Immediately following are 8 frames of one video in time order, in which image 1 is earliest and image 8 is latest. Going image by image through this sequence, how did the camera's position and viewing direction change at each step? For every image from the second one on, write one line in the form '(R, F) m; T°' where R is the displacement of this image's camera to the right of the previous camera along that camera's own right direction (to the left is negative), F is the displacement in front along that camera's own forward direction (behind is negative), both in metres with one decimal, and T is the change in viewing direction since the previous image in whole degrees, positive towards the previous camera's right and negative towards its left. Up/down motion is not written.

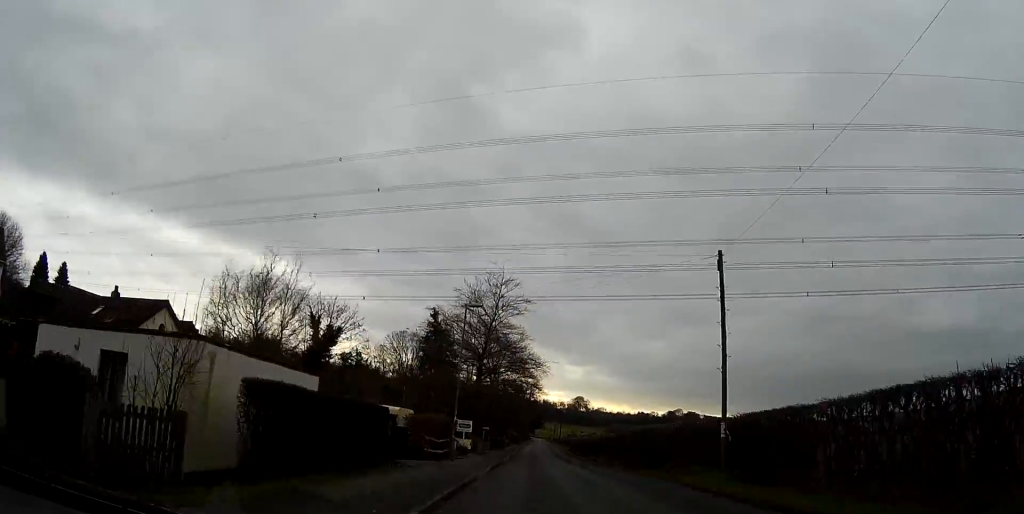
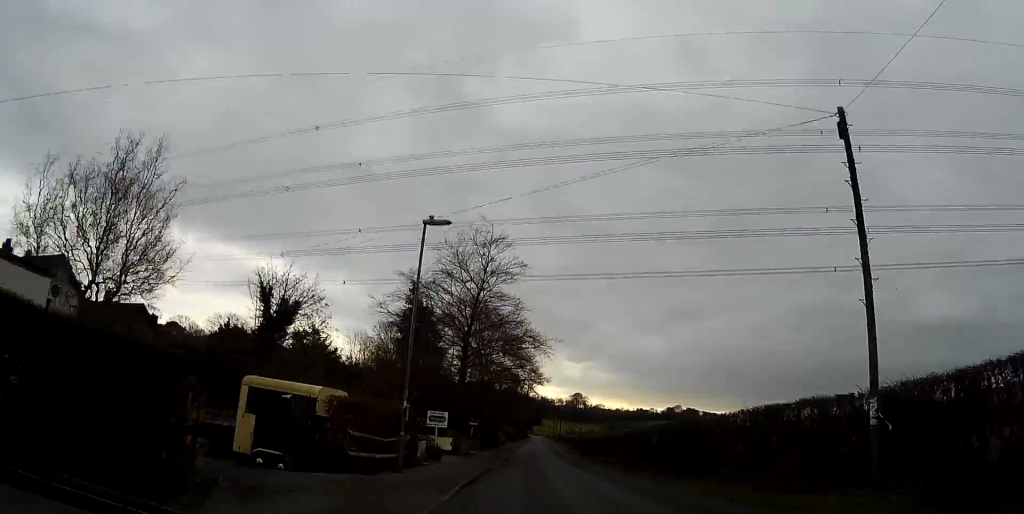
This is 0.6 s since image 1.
(0.0, +9.6) m; 0°
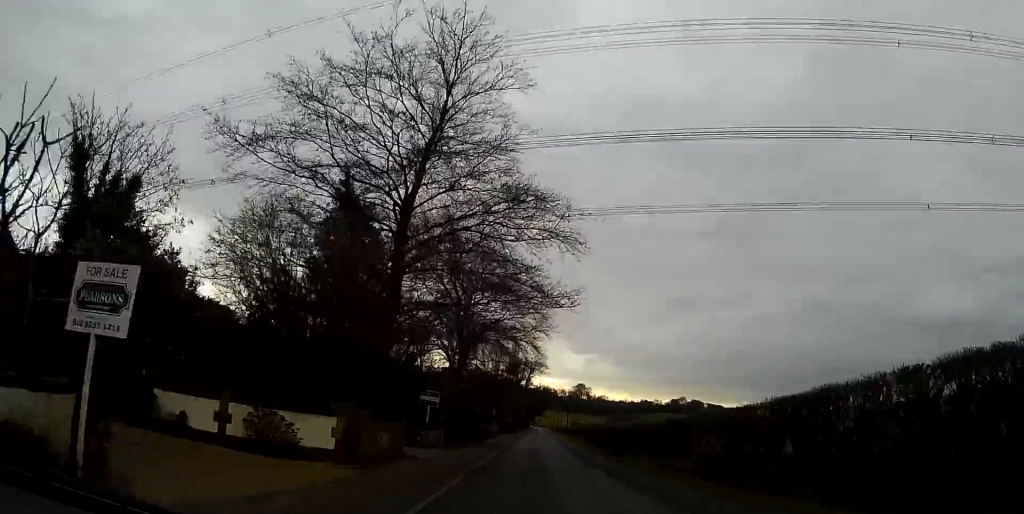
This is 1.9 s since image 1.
(+0.2, +20.8) m; +1°
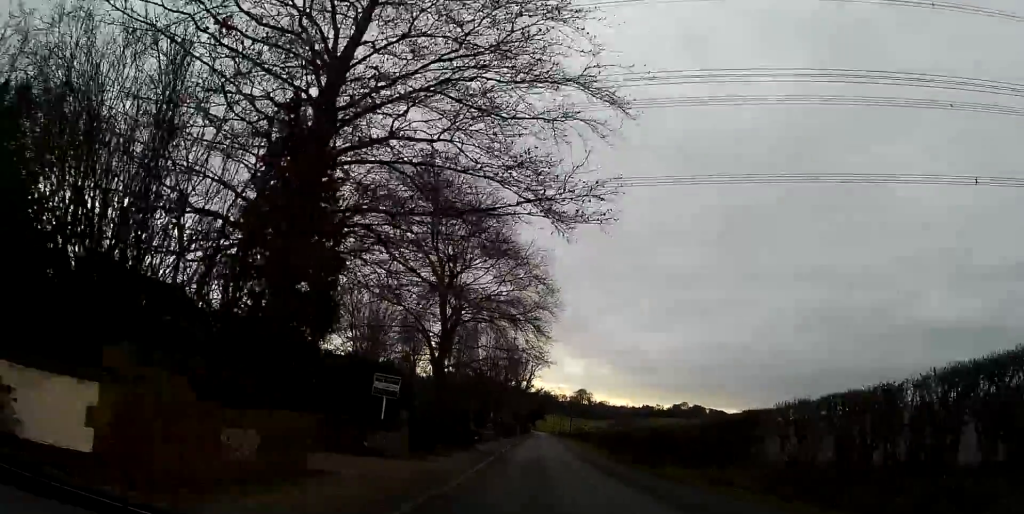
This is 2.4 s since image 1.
(0.0, +8.0) m; 0°
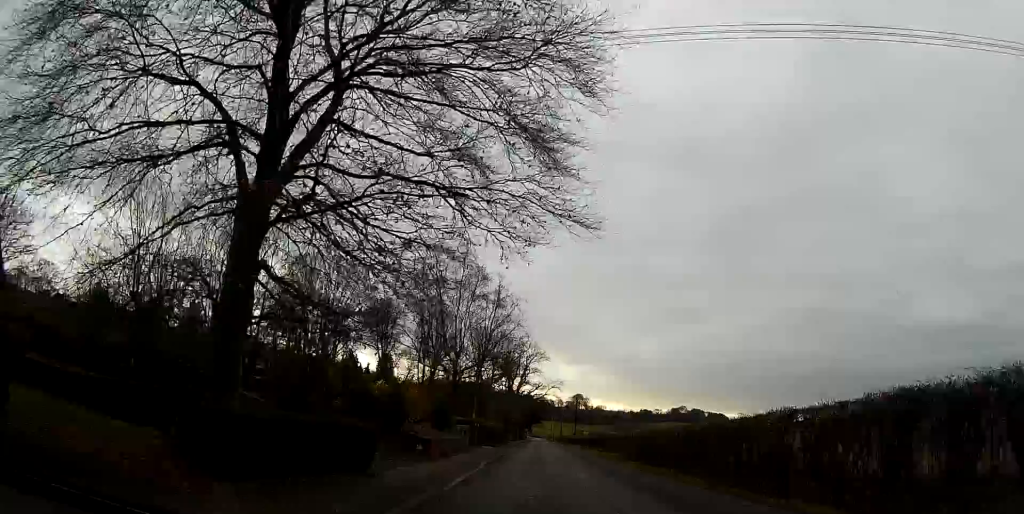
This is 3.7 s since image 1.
(+0.2, +20.5) m; 0°
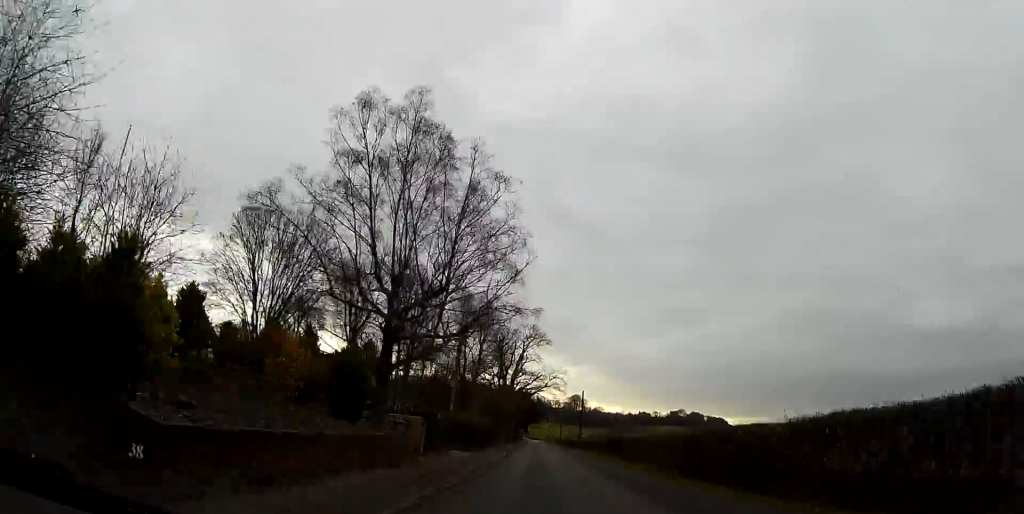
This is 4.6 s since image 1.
(0.0, +15.7) m; 0°
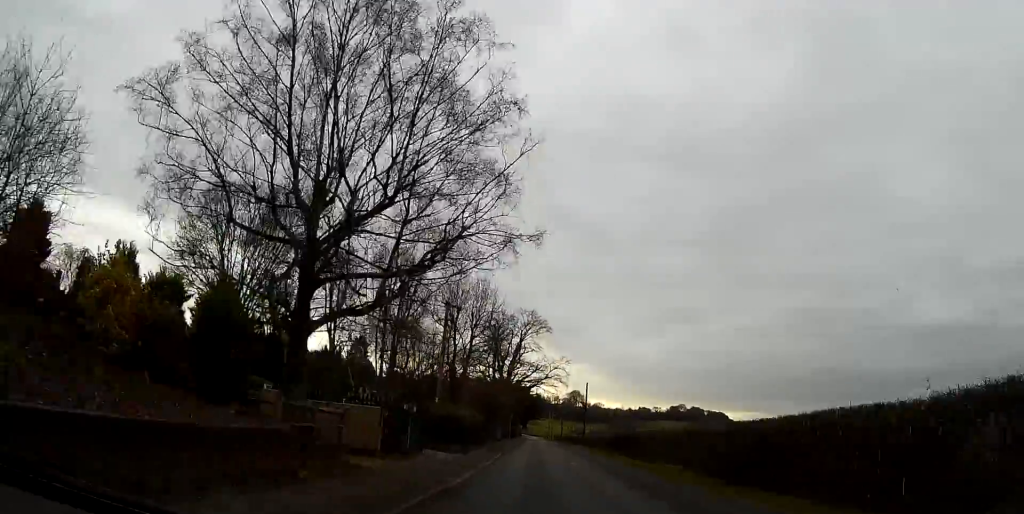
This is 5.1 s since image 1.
(0.0, +7.0) m; 0°
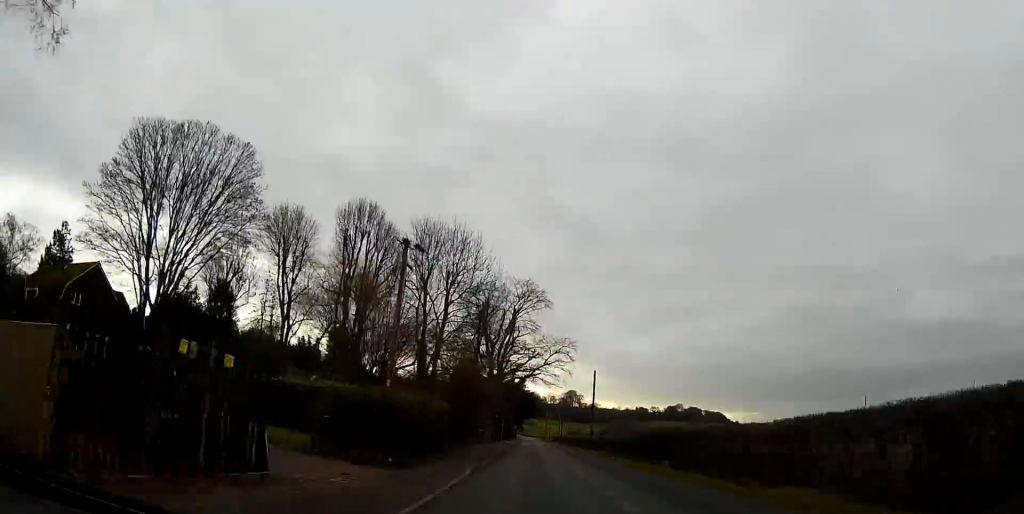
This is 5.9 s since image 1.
(0.0, +12.8) m; 0°
